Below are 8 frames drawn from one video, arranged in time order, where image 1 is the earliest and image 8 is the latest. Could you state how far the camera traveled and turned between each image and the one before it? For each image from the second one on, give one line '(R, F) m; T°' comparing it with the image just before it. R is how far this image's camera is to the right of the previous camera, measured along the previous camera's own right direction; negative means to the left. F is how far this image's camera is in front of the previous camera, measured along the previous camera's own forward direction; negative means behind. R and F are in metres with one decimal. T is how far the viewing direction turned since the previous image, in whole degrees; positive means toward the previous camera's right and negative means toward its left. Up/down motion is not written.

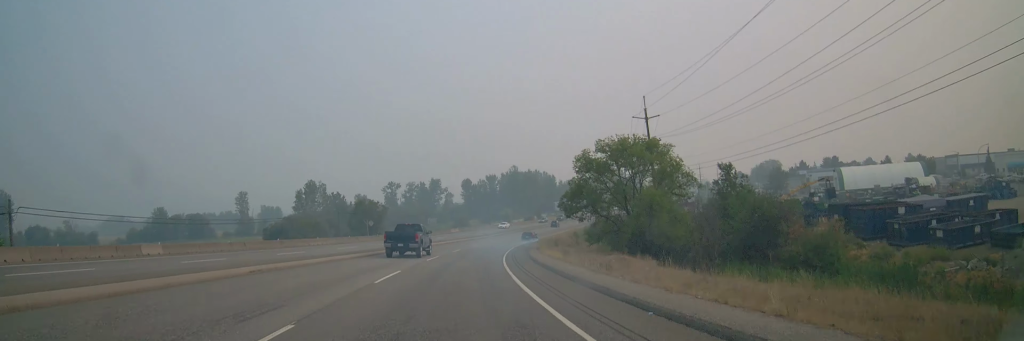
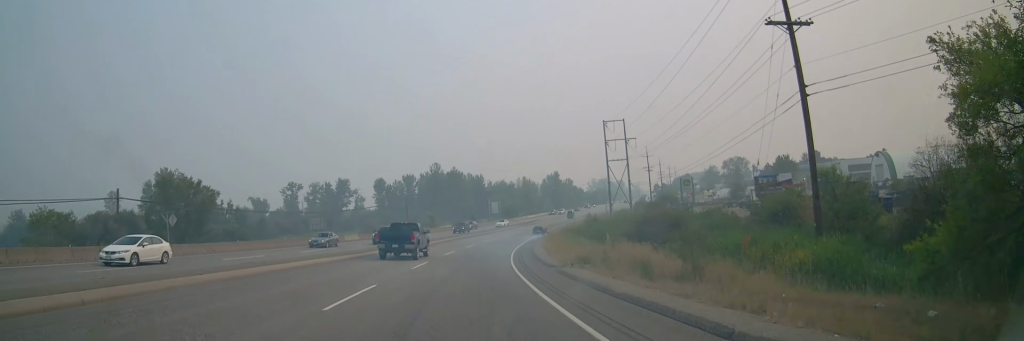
(+5.7, +45.2) m; +12°
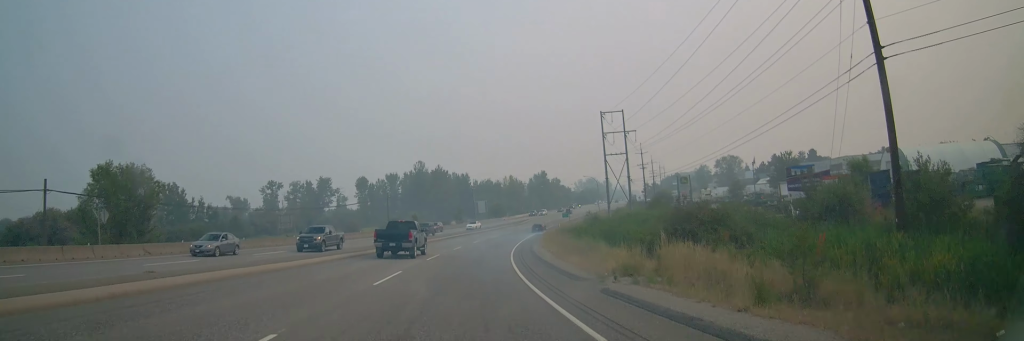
(0.0, +7.5) m; 0°
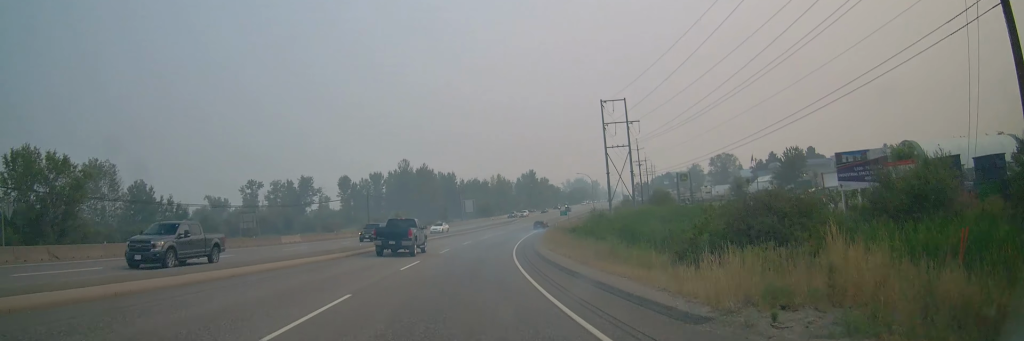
(0.0, +8.0) m; 0°
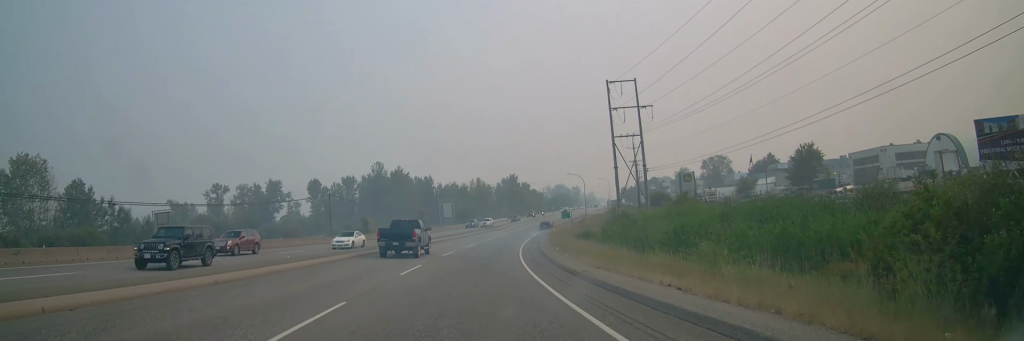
(-0.1, +13.7) m; +5°
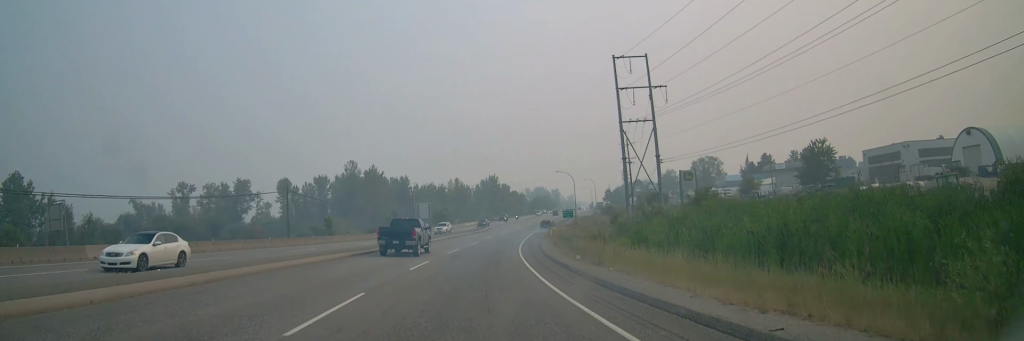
(+0.9, +10.8) m; +4°
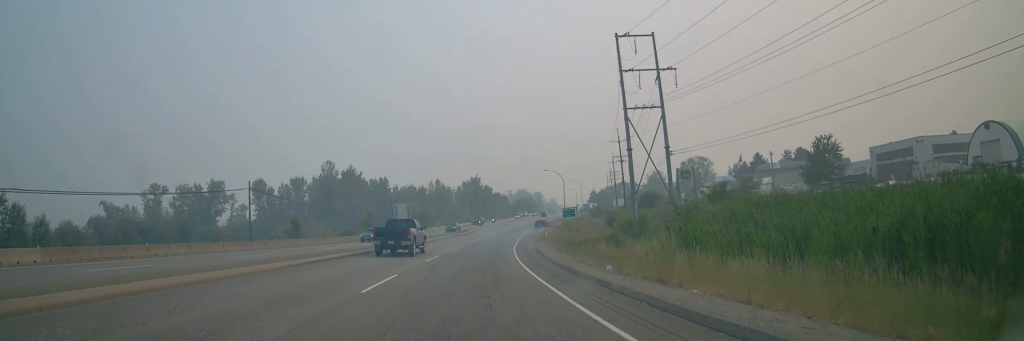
(+0.3, +7.2) m; +2°
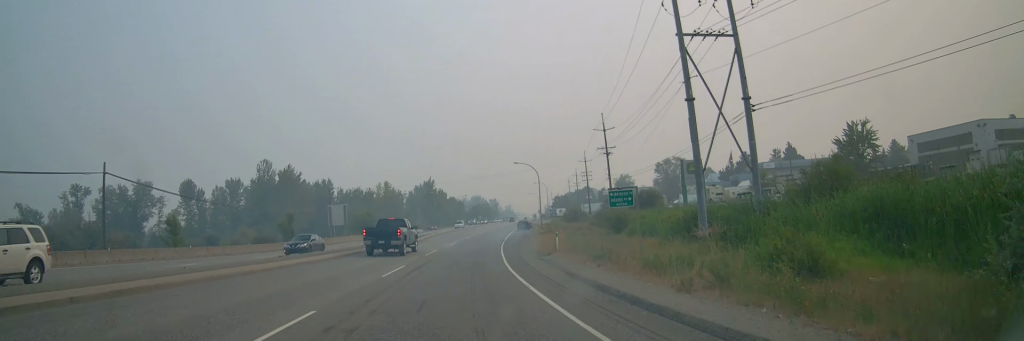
(0.0, +21.0) m; +1°
